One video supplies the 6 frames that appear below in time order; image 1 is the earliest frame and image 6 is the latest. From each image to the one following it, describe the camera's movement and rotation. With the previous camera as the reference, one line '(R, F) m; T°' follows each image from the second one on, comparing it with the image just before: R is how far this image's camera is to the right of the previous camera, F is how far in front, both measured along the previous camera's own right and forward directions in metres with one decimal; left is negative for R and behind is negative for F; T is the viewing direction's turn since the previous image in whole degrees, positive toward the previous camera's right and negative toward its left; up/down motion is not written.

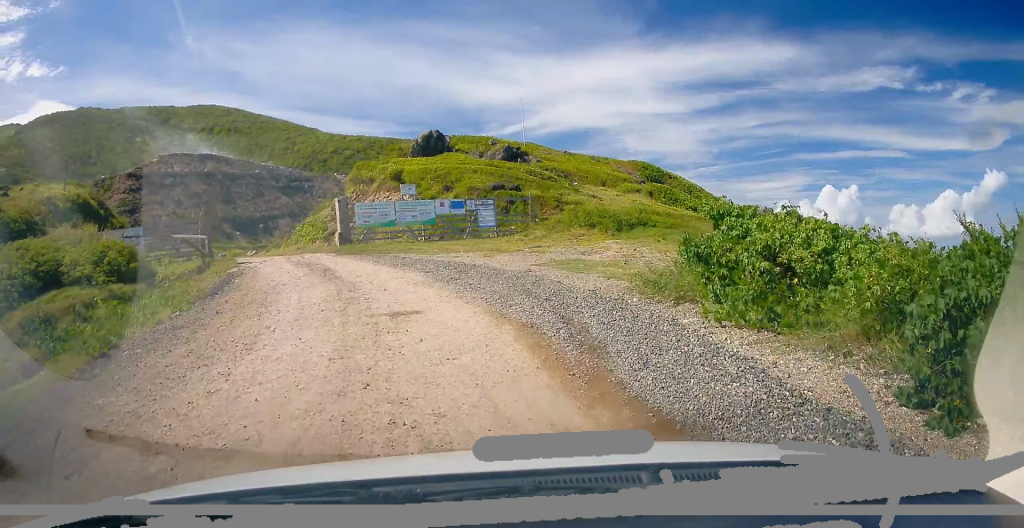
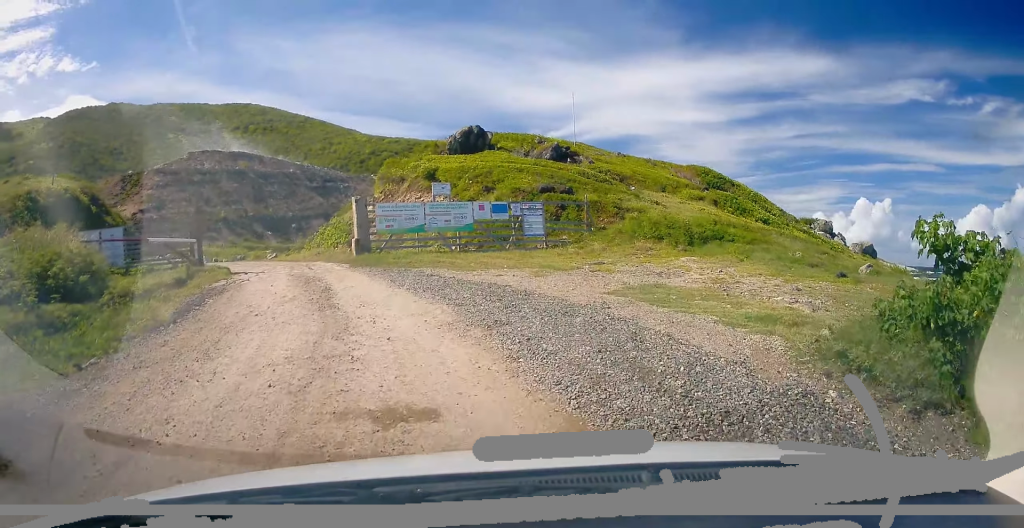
(-0.6, +4.0) m; -15°
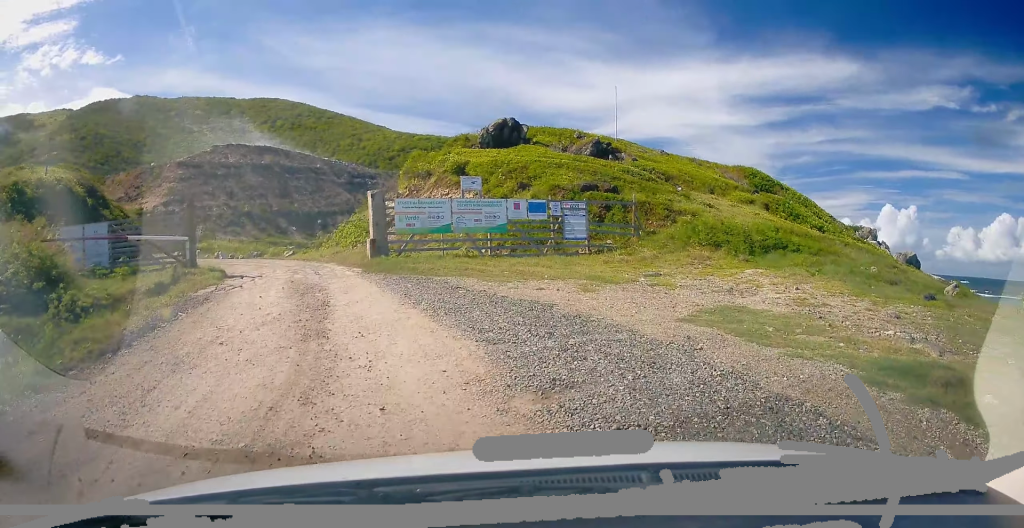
(-0.2, +2.5) m; -1°
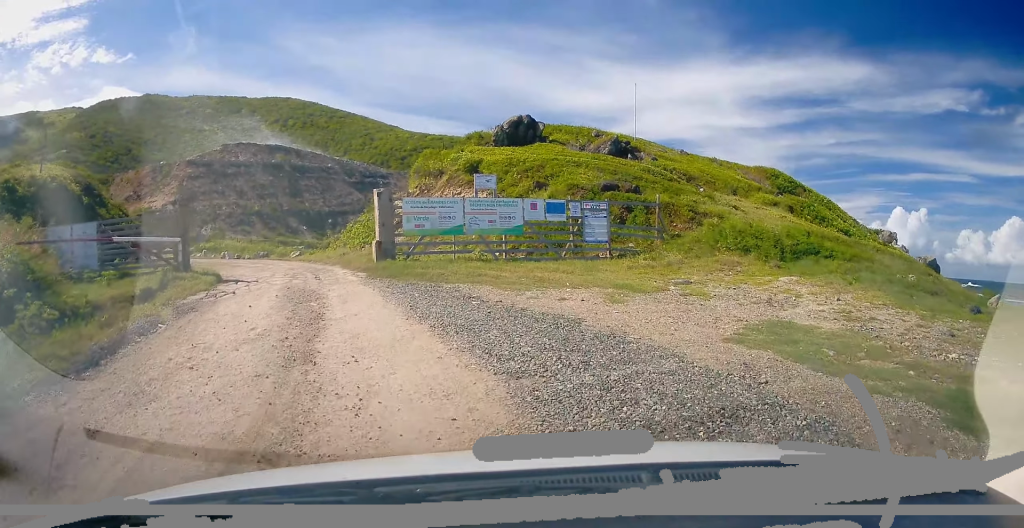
(+0.1, +1.3) m; 0°
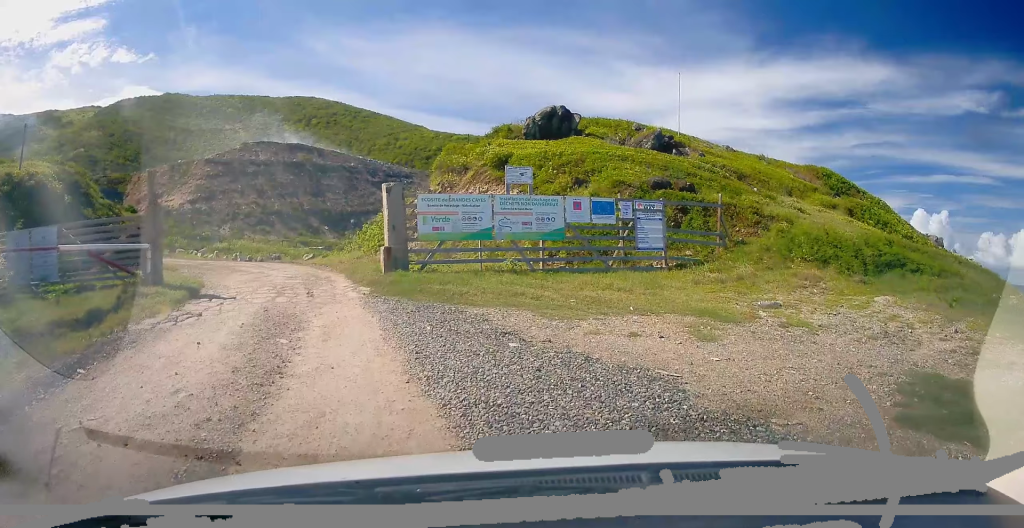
(-0.4, +3.0) m; -10°
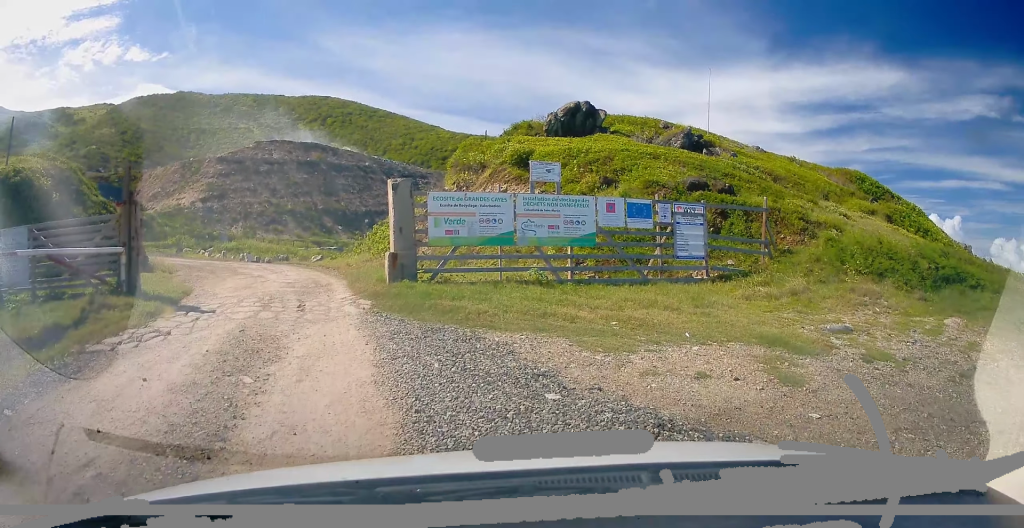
(+0.6, +1.2) m; 0°
